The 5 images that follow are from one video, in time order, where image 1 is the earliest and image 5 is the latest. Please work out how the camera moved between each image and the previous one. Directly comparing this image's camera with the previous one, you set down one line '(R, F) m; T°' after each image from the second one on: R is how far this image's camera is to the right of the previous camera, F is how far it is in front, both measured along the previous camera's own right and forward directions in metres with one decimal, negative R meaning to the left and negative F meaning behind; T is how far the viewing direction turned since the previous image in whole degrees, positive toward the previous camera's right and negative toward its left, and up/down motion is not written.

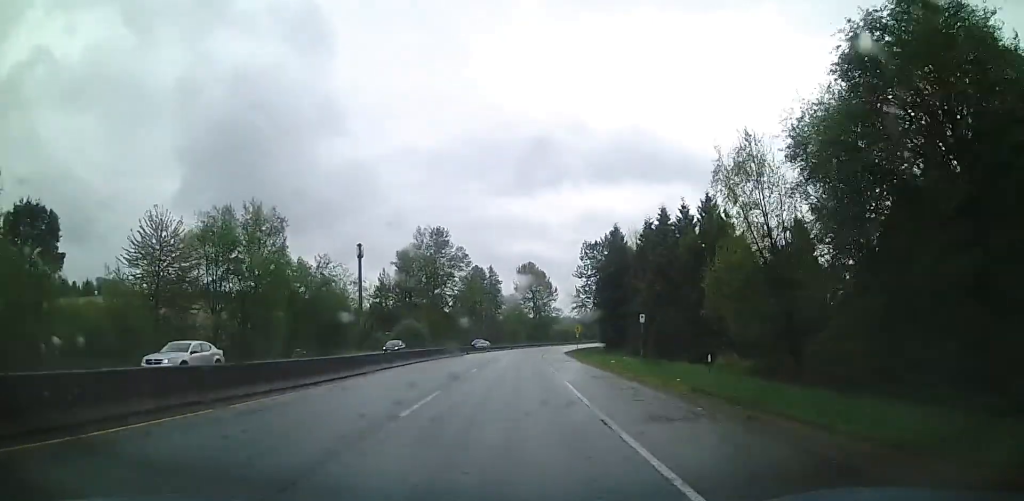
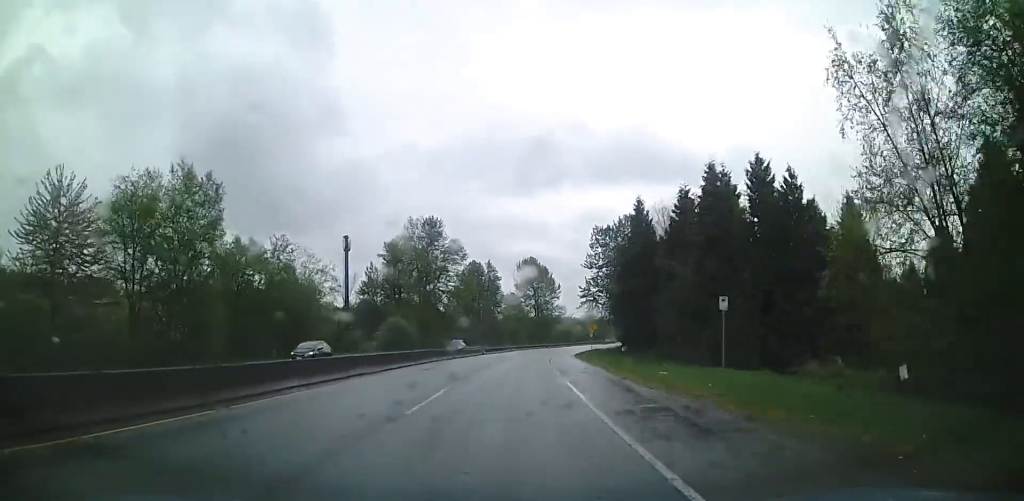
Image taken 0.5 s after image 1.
(-0.3, +12.8) m; -1°
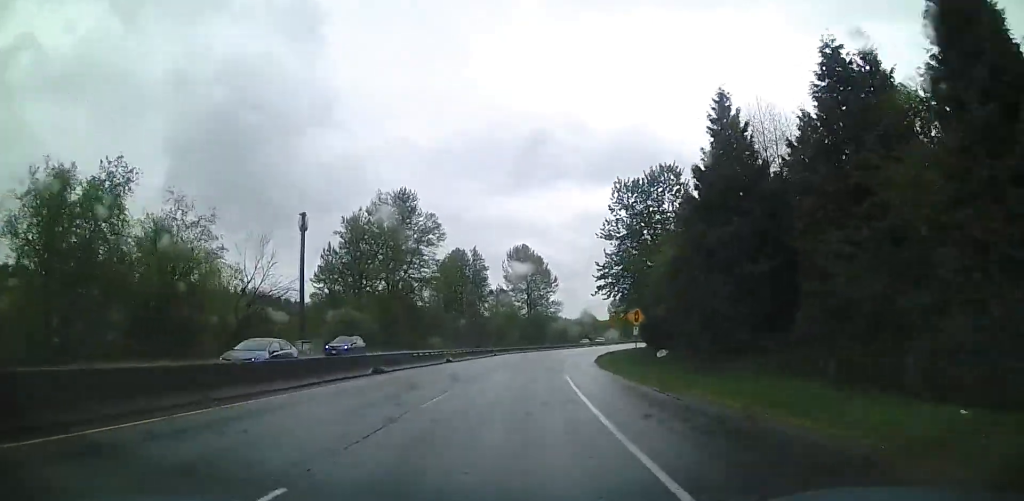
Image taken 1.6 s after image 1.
(-0.3, +24.3) m; -1°
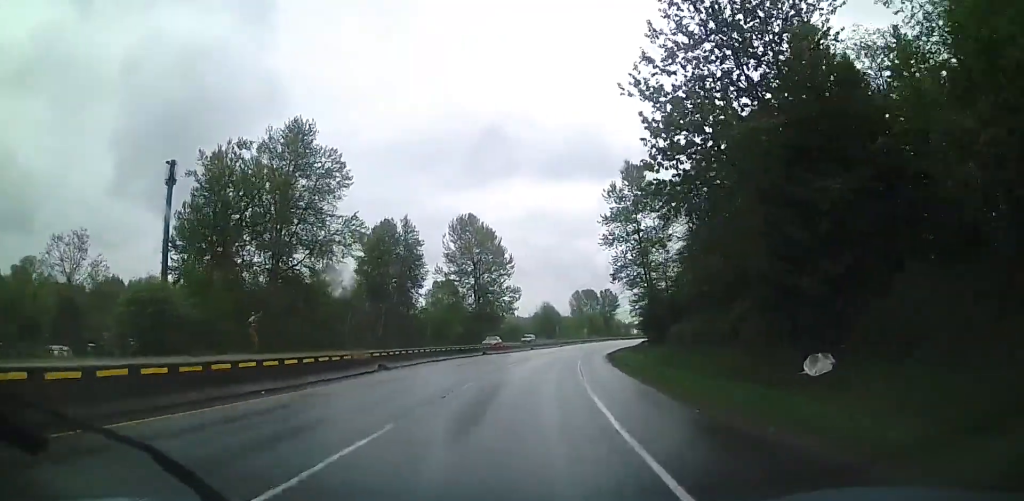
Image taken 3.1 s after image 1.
(0.0, +33.5) m; +1°
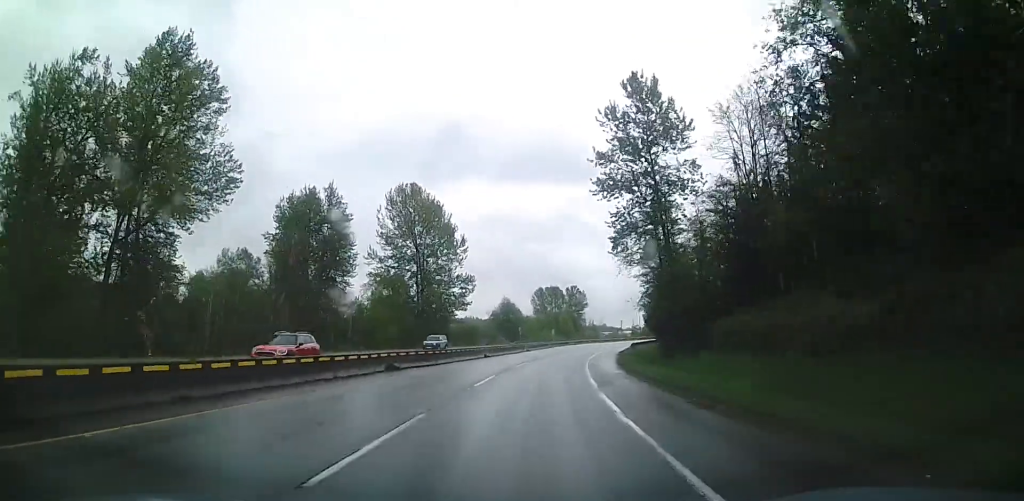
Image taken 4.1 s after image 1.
(+0.6, +22.5) m; +3°
